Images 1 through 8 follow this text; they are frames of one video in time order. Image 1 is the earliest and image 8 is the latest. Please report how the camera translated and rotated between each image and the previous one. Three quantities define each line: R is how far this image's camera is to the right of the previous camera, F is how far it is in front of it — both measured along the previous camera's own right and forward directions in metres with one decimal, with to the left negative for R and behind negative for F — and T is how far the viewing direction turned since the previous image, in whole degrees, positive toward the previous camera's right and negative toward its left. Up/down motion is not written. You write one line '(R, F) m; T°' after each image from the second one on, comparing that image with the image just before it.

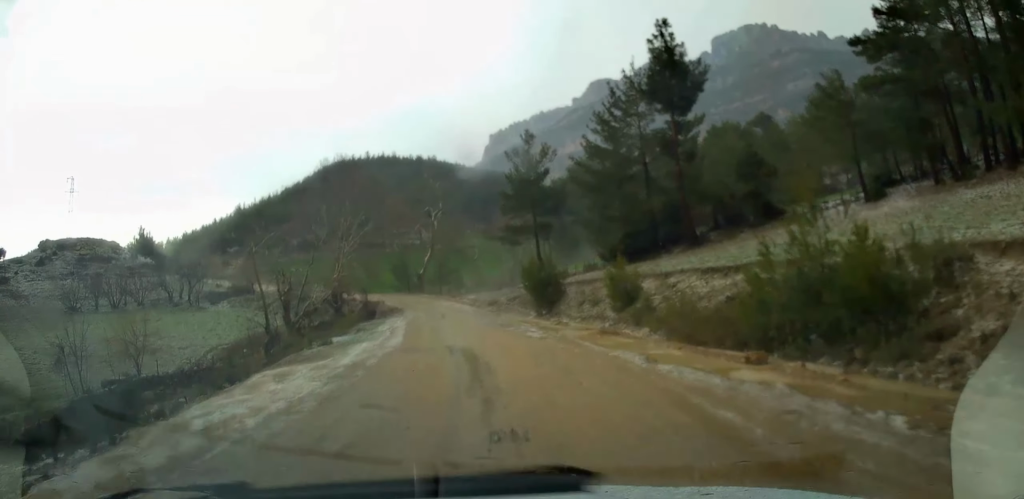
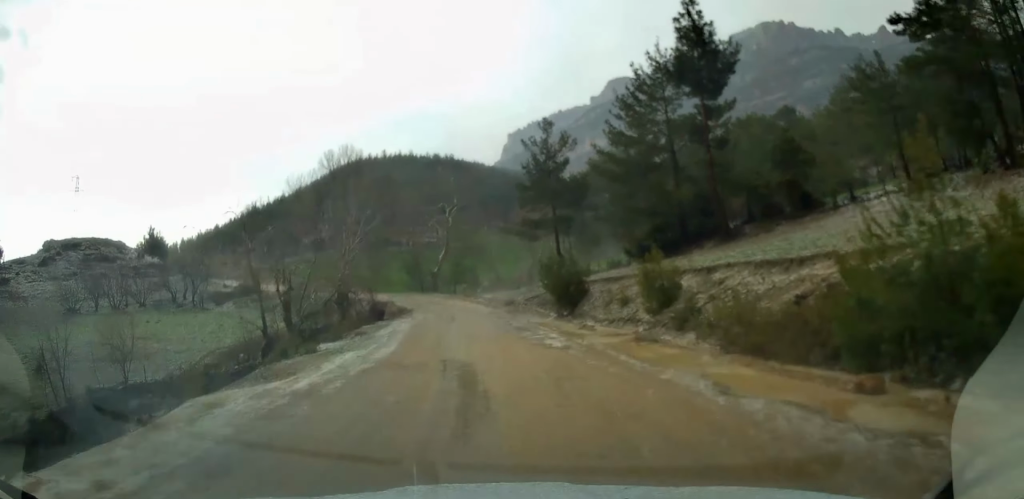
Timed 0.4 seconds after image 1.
(0.0, +3.9) m; -2°
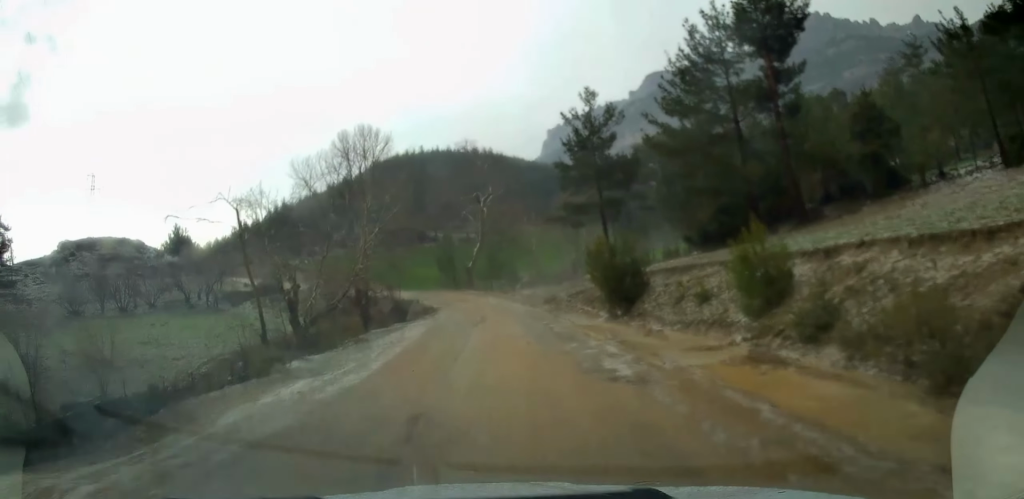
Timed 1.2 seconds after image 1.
(-0.3, +6.8) m; -4°
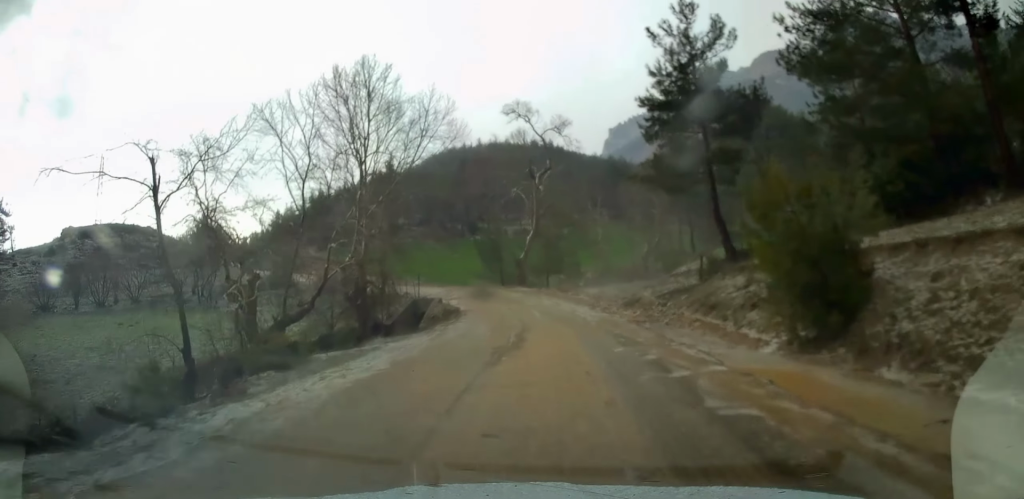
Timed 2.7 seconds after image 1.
(-0.8, +14.3) m; -4°
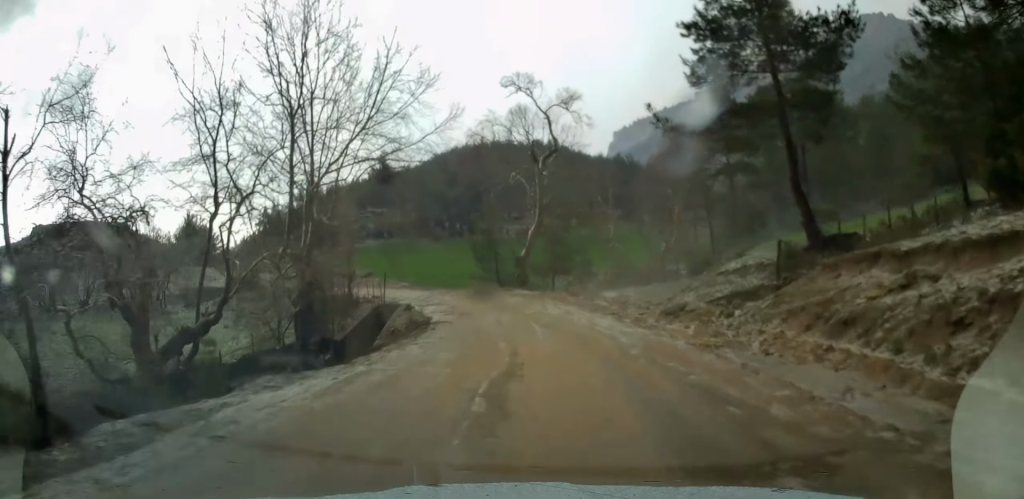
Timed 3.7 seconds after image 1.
(0.0, +9.0) m; 0°
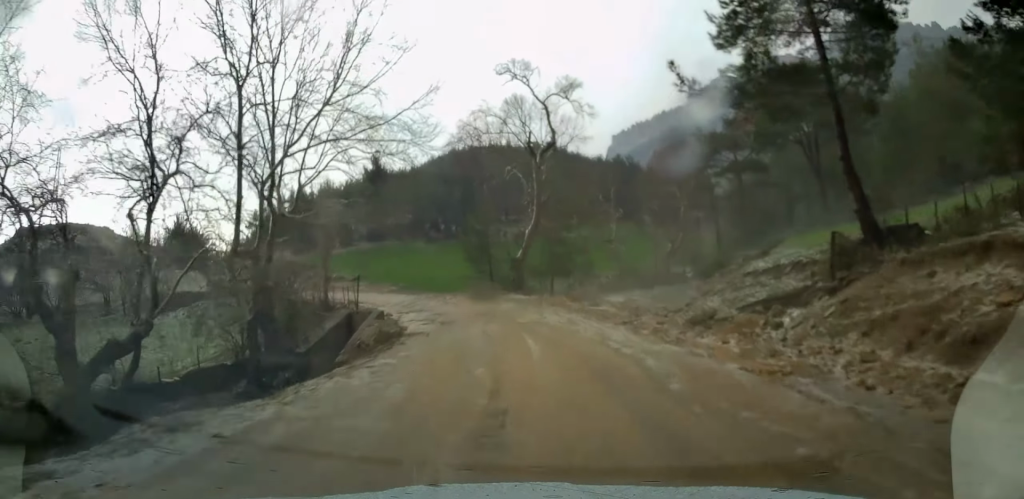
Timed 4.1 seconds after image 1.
(0.0, +3.8) m; -1°
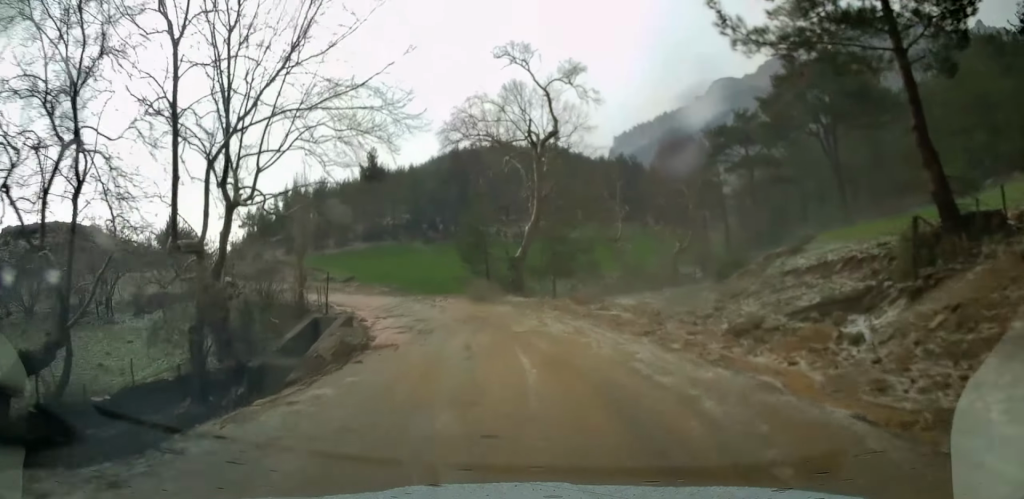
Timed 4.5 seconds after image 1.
(0.0, +3.8) m; -1°
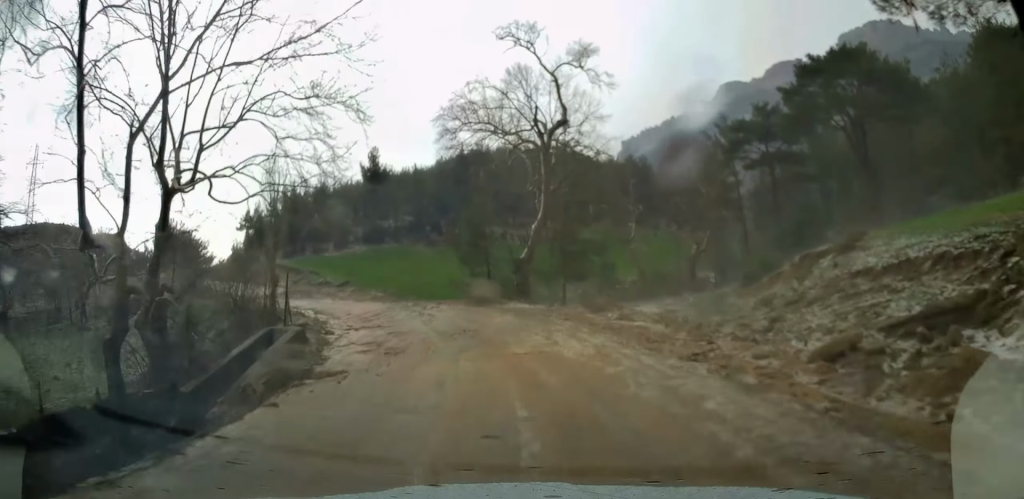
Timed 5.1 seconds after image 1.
(-0.1, +4.3) m; 0°
